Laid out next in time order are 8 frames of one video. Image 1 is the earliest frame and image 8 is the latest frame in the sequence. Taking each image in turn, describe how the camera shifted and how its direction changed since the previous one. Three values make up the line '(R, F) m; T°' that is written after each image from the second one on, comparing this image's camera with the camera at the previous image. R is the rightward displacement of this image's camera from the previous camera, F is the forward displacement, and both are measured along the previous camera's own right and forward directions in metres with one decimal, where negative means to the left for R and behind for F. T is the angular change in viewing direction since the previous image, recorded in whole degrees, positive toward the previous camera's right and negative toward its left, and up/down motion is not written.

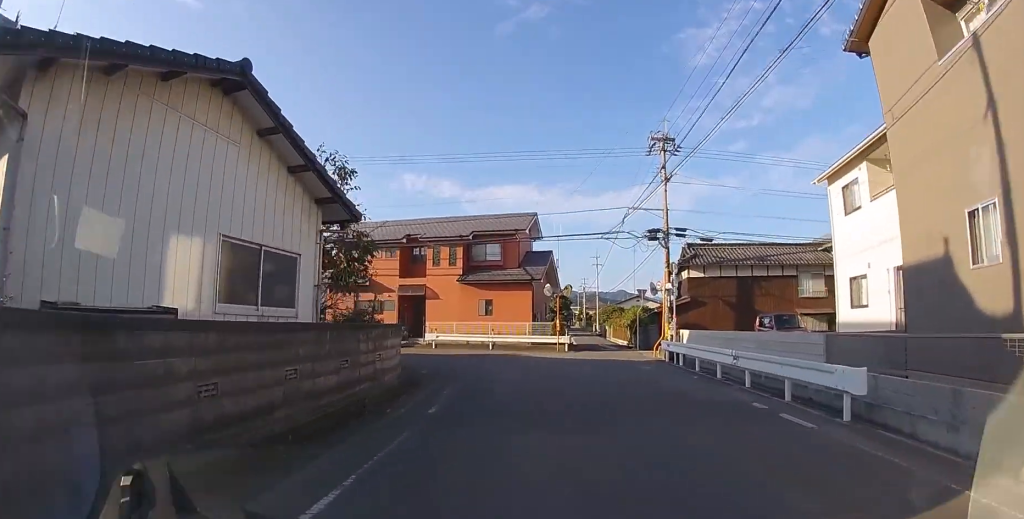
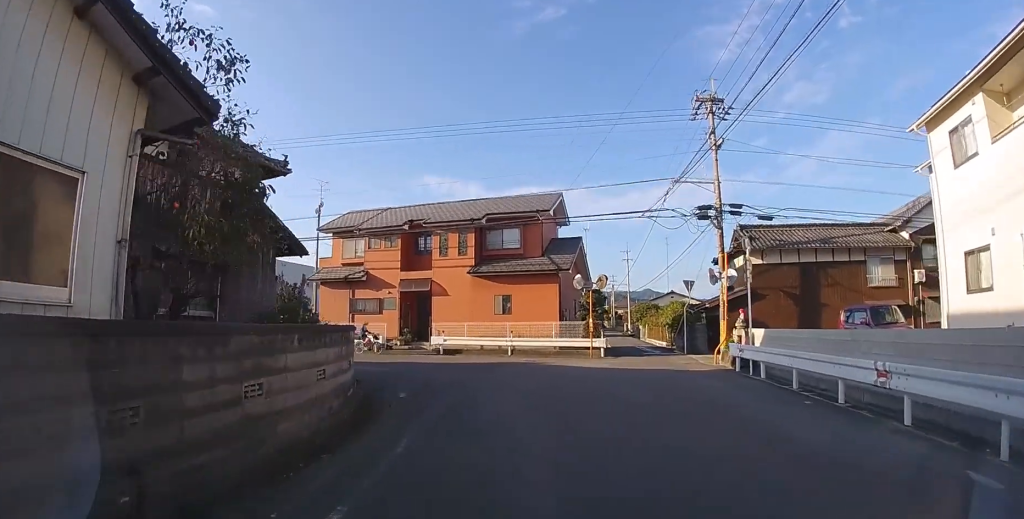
(0.0, +4.5) m; -4°
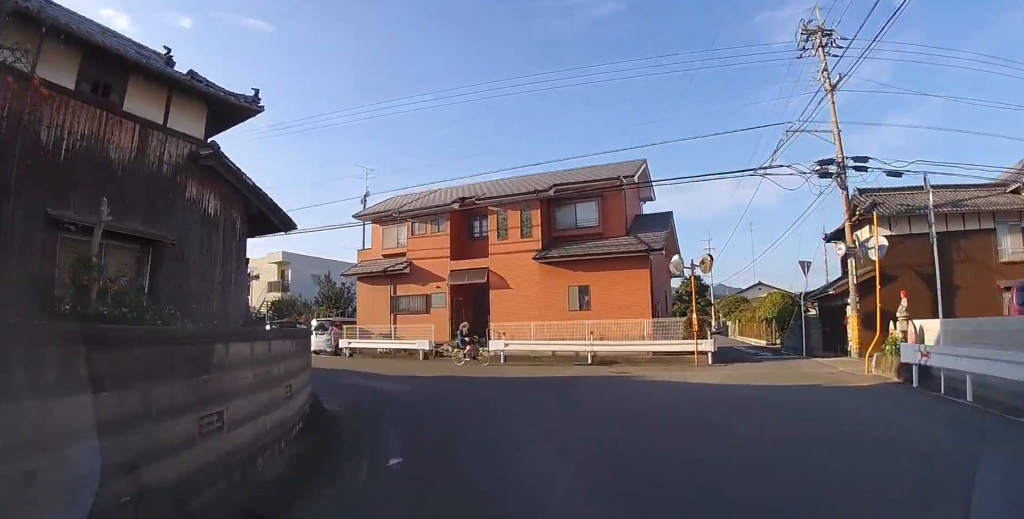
(0.0, +5.4) m; -11°
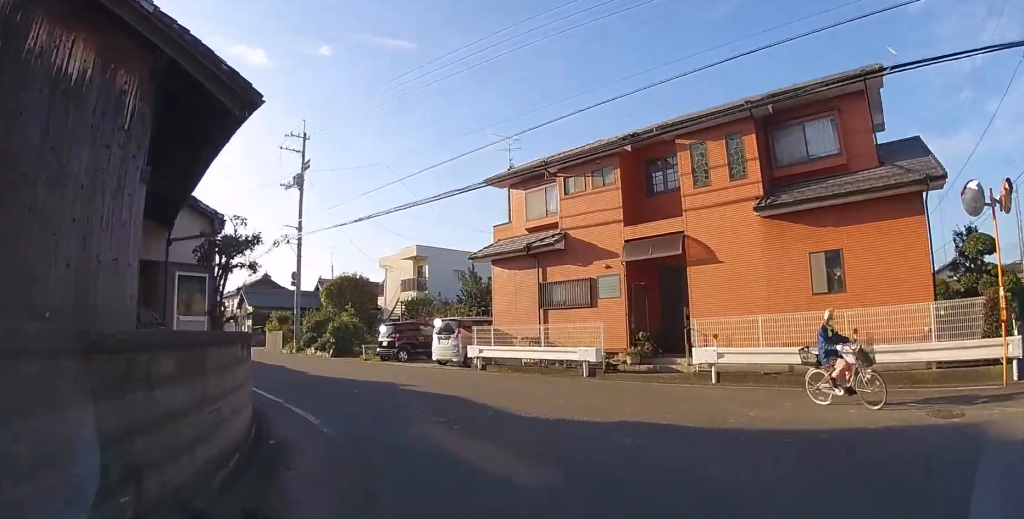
(-1.6, +6.8) m; -18°
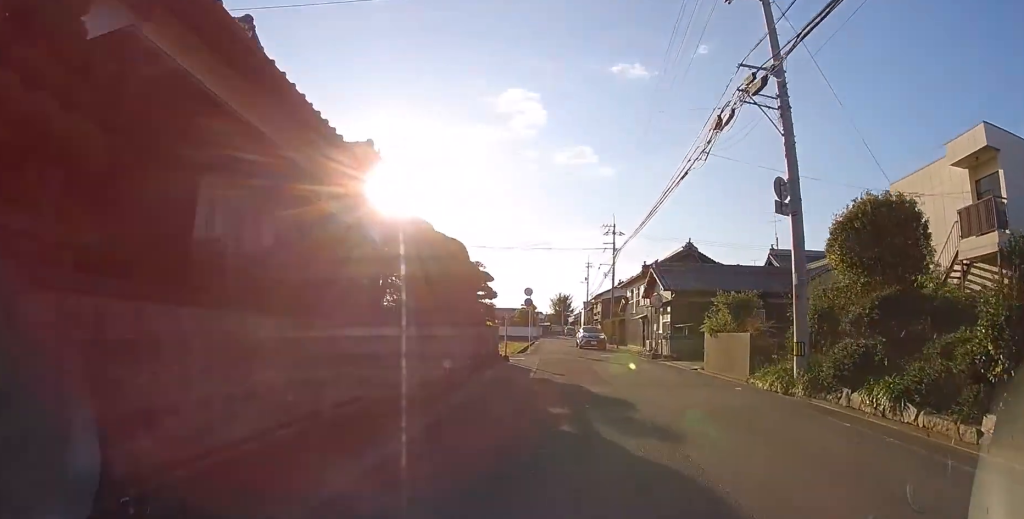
(-9.6, +17.2) m; -44°
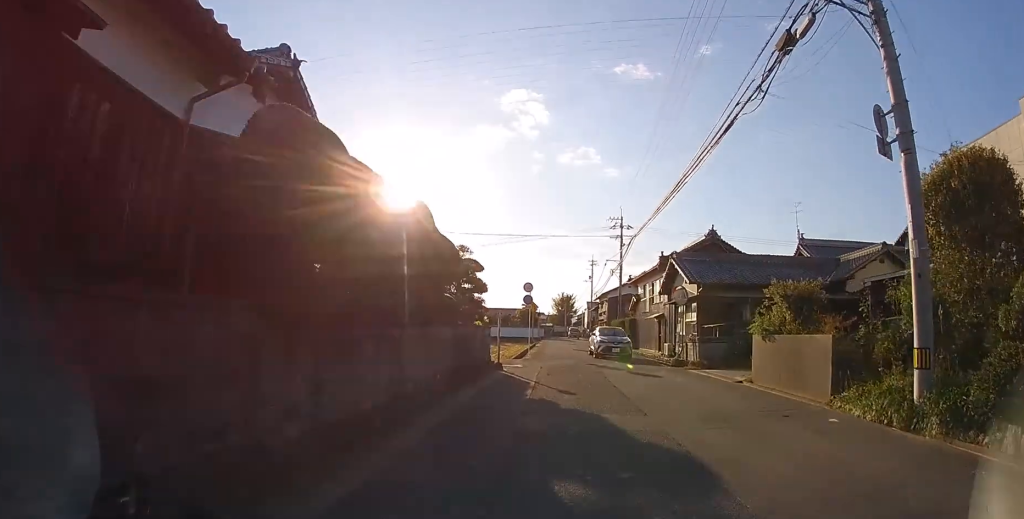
(0.0, +4.4) m; 0°
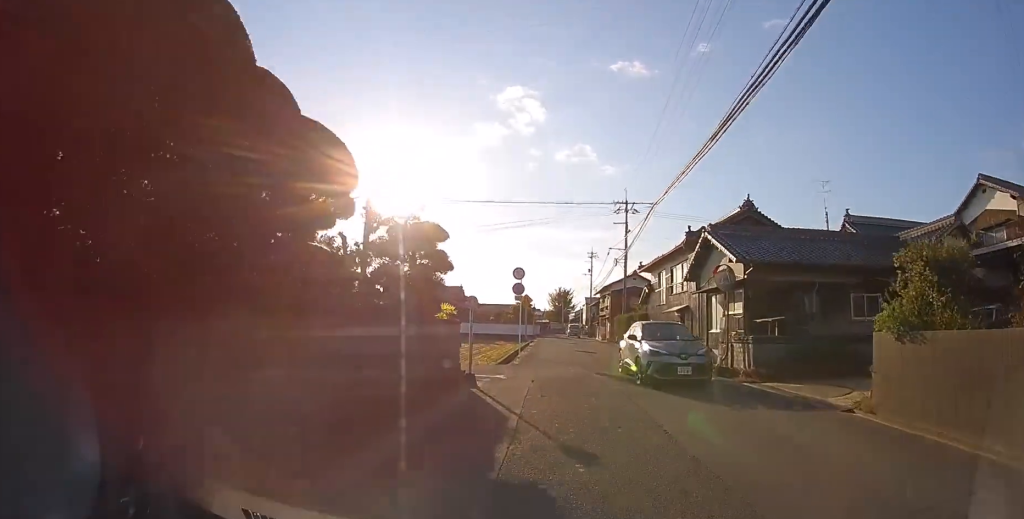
(0.0, +5.4) m; 0°
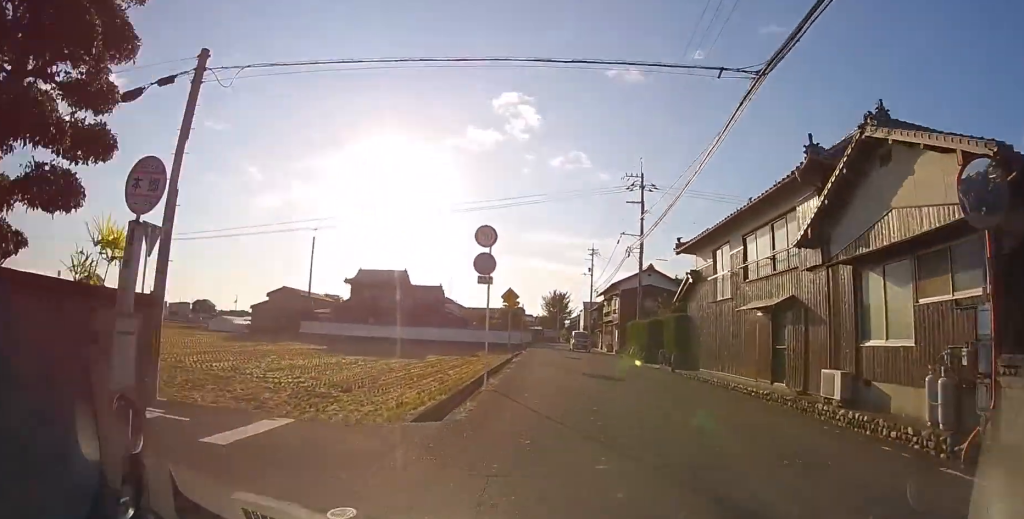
(0.0, +10.5) m; 0°
